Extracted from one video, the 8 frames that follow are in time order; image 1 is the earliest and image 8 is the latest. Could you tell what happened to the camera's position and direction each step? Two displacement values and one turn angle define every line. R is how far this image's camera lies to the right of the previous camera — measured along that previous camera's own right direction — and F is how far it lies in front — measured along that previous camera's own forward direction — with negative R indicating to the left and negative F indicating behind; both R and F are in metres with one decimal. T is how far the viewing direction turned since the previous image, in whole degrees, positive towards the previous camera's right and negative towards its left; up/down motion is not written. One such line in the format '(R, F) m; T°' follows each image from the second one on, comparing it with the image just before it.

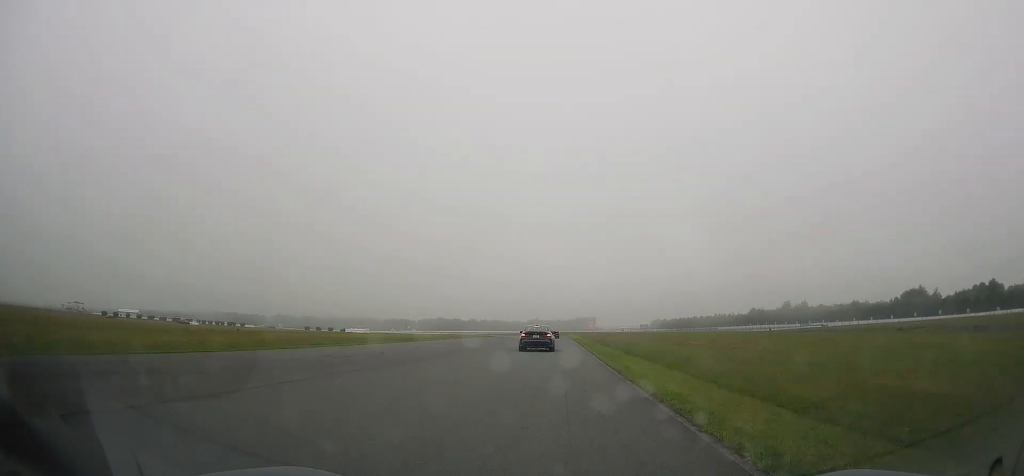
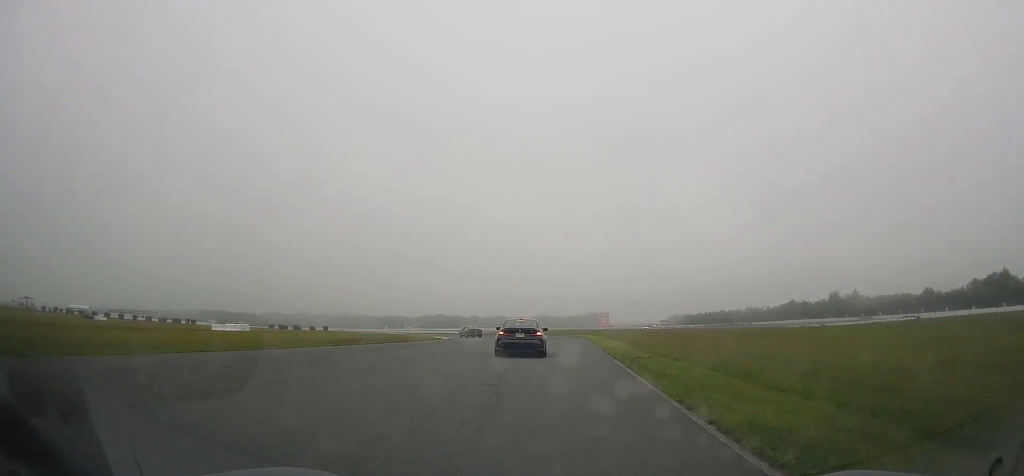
(+0.2, +56.2) m; -1°
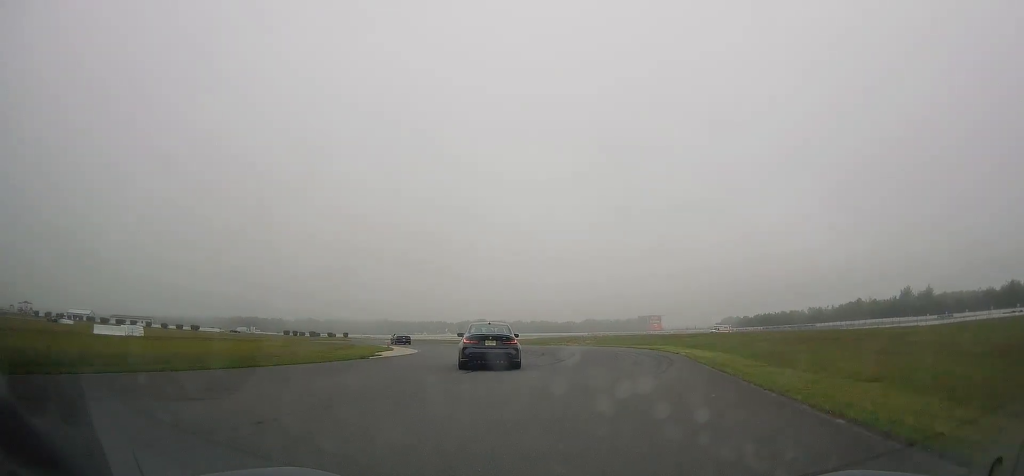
(-0.7, +32.8) m; -5°
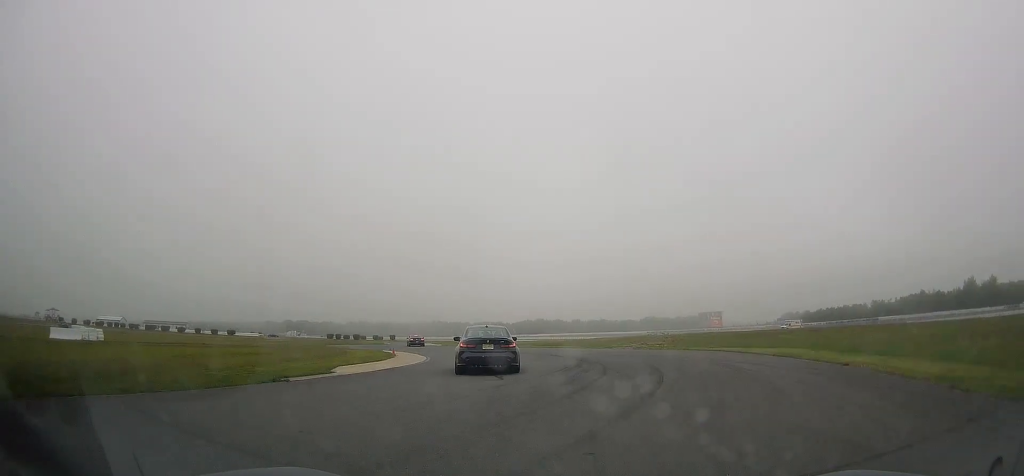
(-0.3, +13.4) m; -4°
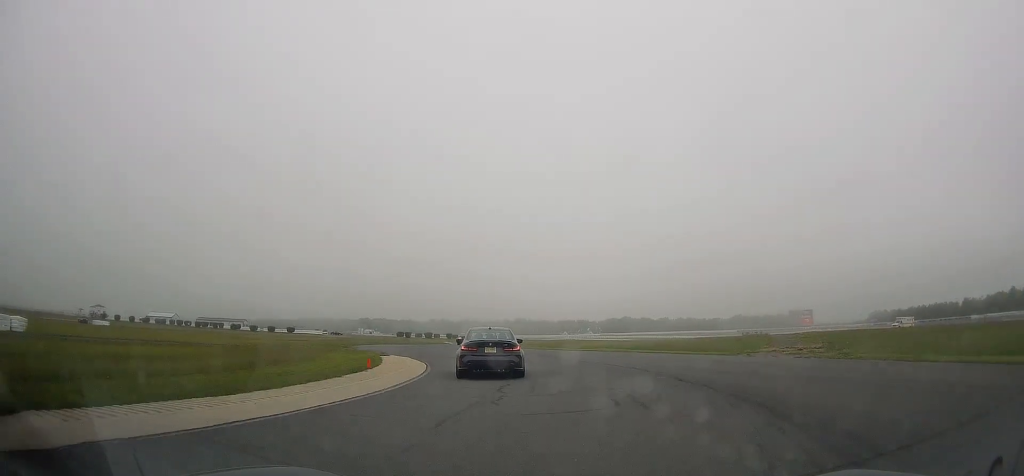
(-0.6, +17.2) m; -8°
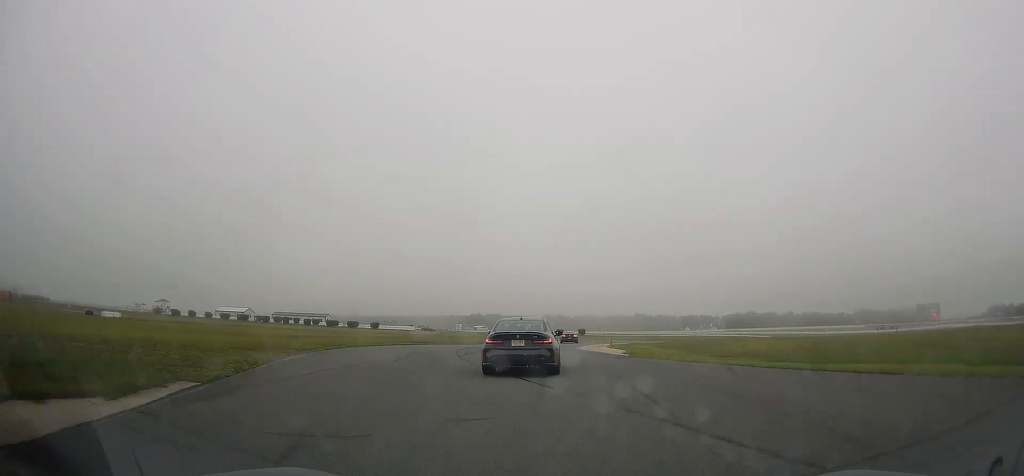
(-3.7, +26.8) m; -10°
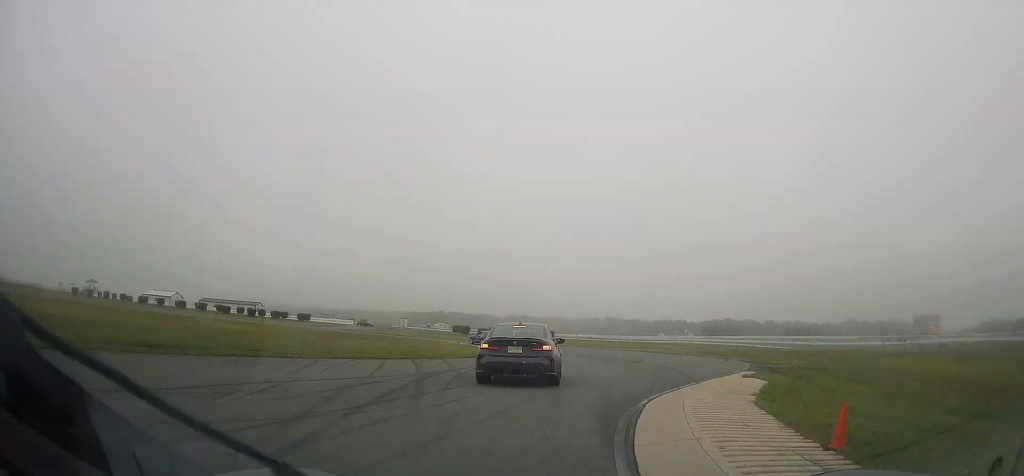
(-0.6, +33.0) m; -1°
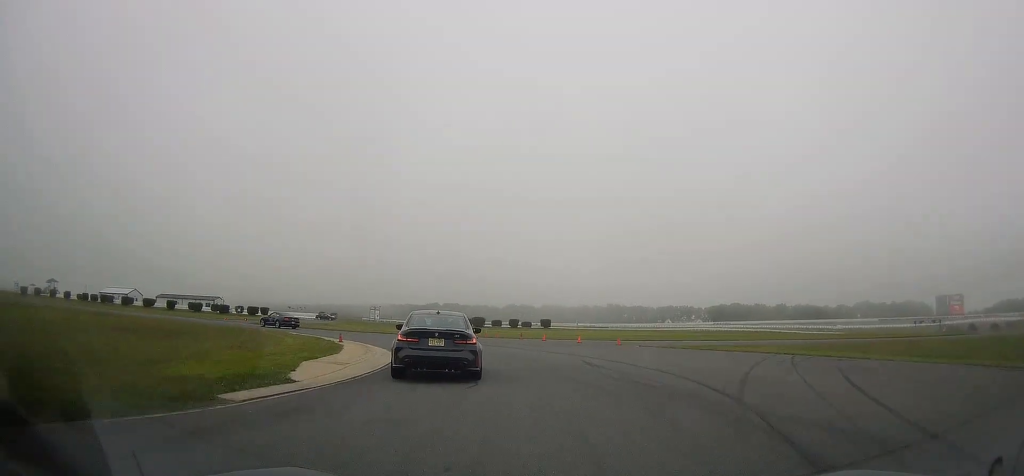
(0.0, +26.2) m; -7°
